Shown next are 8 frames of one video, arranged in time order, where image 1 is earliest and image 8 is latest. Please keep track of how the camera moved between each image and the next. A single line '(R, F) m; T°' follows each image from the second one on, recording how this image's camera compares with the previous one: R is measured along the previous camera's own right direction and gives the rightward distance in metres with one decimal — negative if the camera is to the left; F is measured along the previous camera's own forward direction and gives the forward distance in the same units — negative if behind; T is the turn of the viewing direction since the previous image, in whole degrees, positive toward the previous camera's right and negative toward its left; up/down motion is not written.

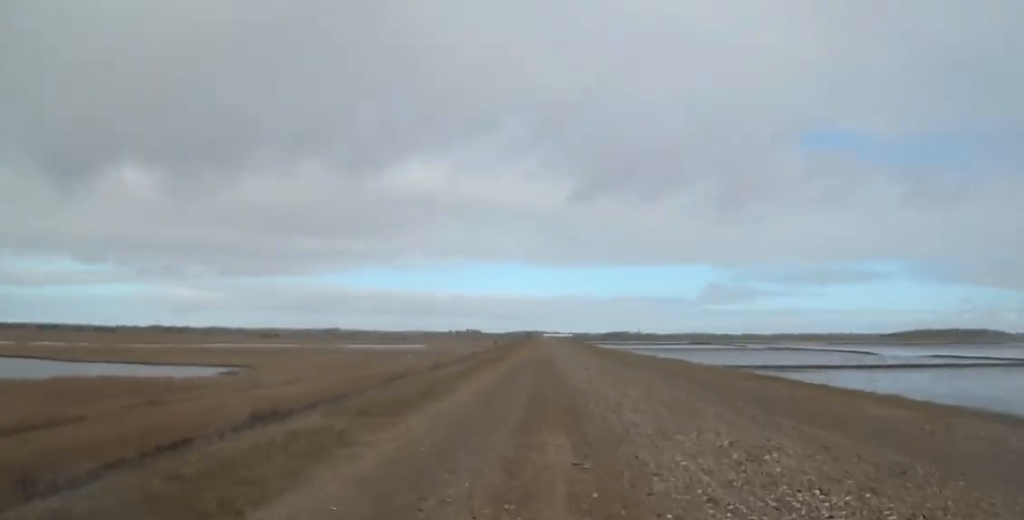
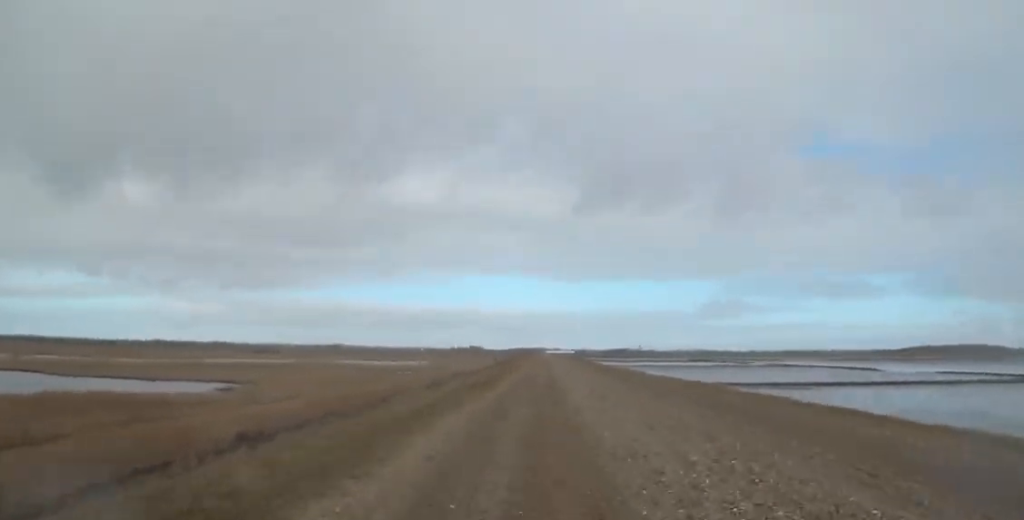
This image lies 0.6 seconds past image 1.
(+0.1, +2.4) m; +2°
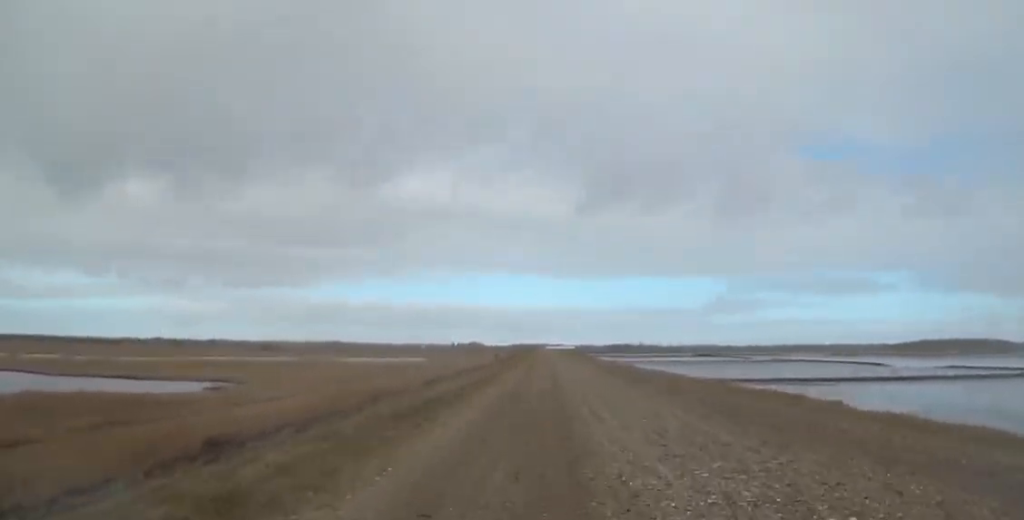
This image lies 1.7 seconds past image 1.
(+0.2, +4.7) m; 0°
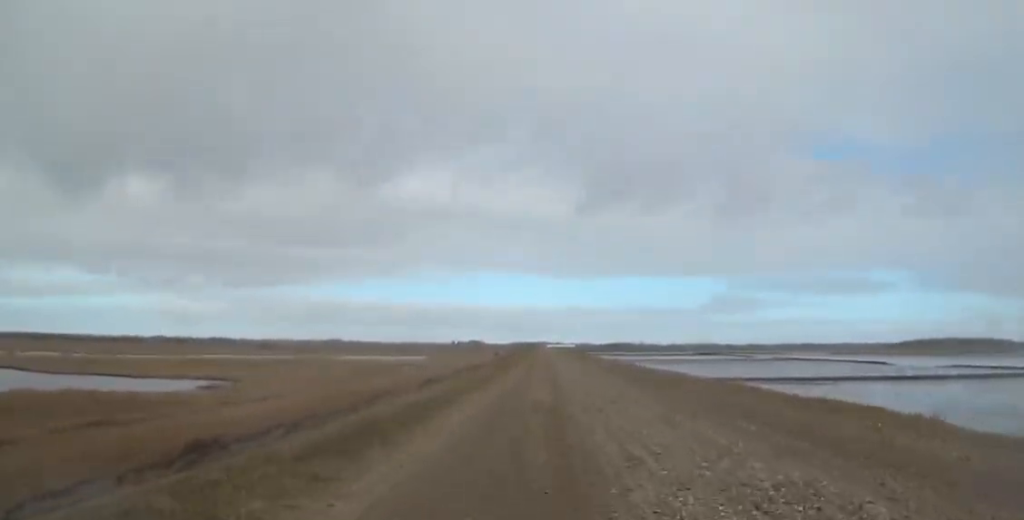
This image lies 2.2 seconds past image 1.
(0.0, +2.1) m; -3°
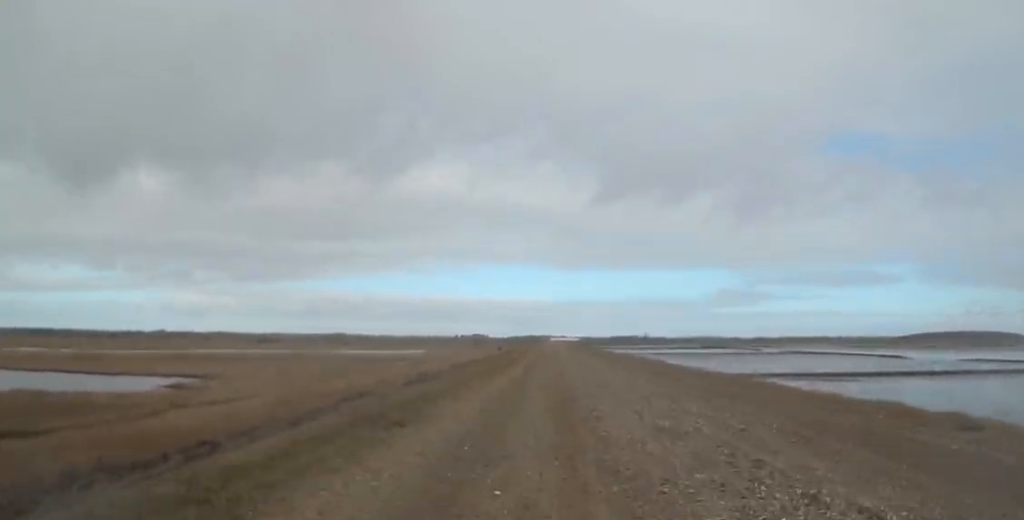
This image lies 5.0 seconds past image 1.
(-0.4, +11.6) m; +4°
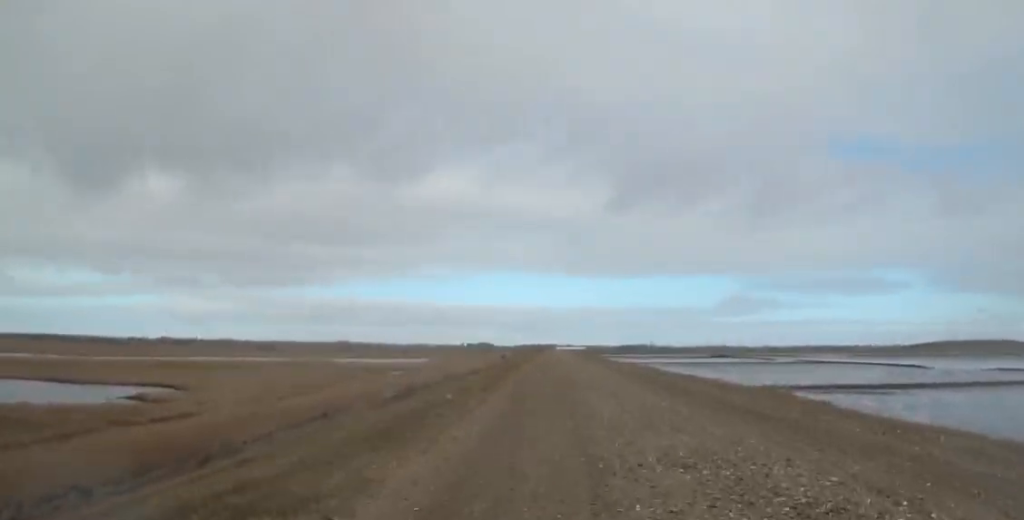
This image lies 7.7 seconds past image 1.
(0.0, +11.4) m; -6°
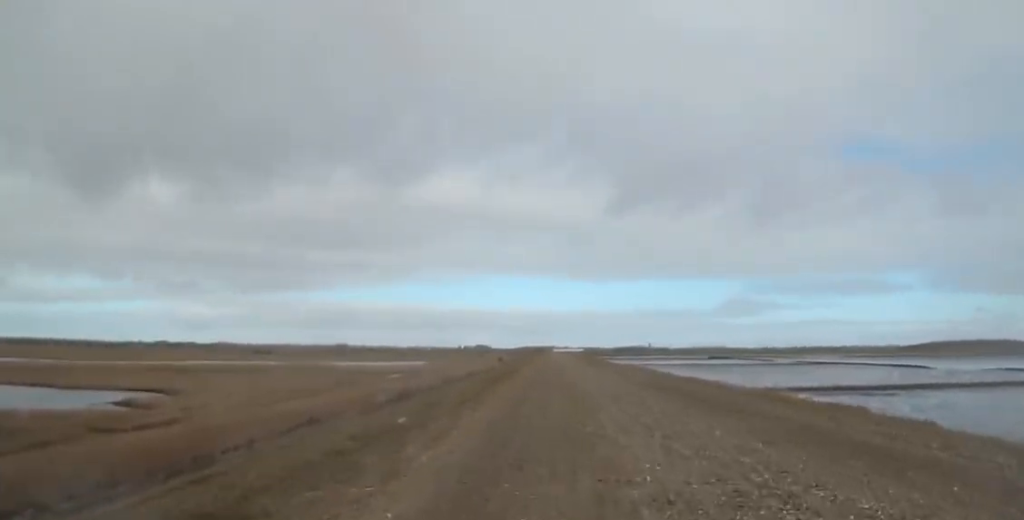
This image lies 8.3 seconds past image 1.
(-0.3, +2.5) m; +4°
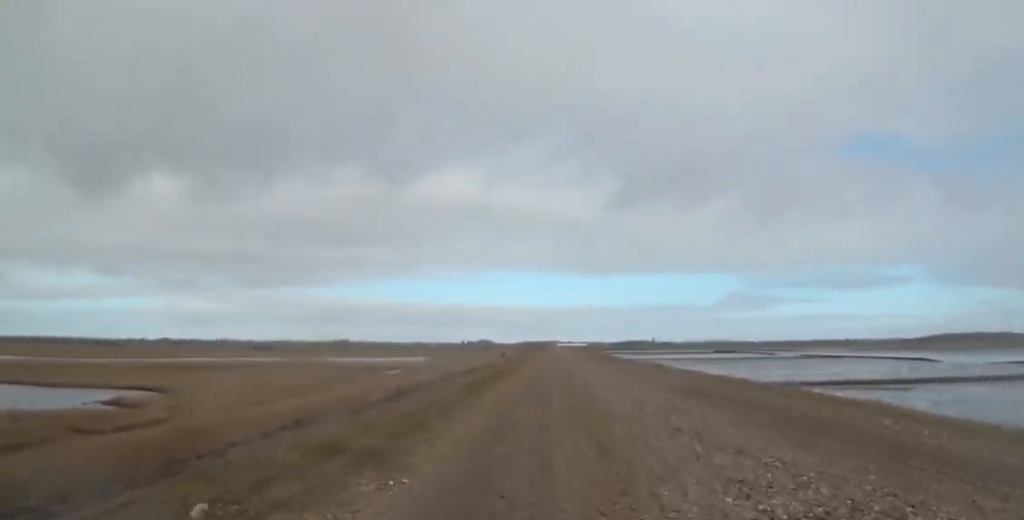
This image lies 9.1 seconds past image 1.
(-0.2, +3.4) m; +4°
